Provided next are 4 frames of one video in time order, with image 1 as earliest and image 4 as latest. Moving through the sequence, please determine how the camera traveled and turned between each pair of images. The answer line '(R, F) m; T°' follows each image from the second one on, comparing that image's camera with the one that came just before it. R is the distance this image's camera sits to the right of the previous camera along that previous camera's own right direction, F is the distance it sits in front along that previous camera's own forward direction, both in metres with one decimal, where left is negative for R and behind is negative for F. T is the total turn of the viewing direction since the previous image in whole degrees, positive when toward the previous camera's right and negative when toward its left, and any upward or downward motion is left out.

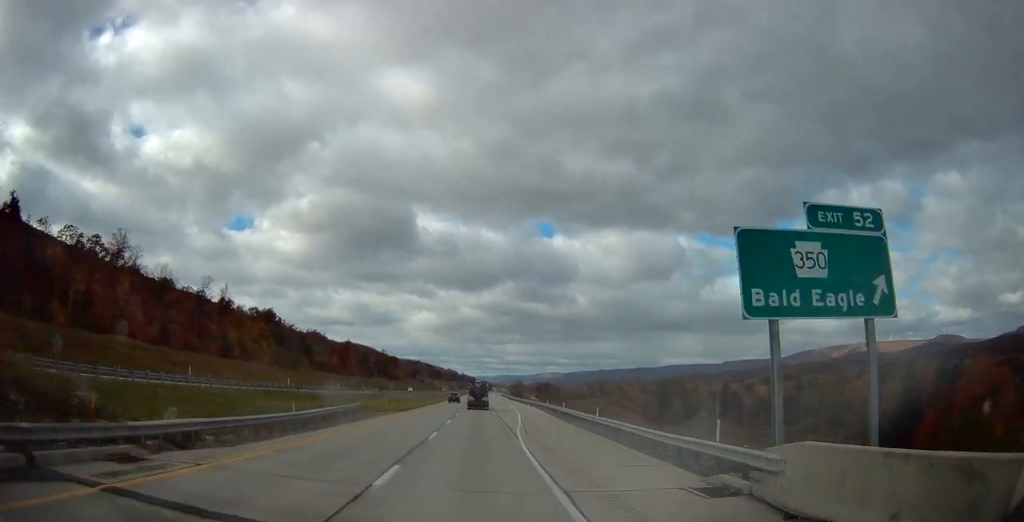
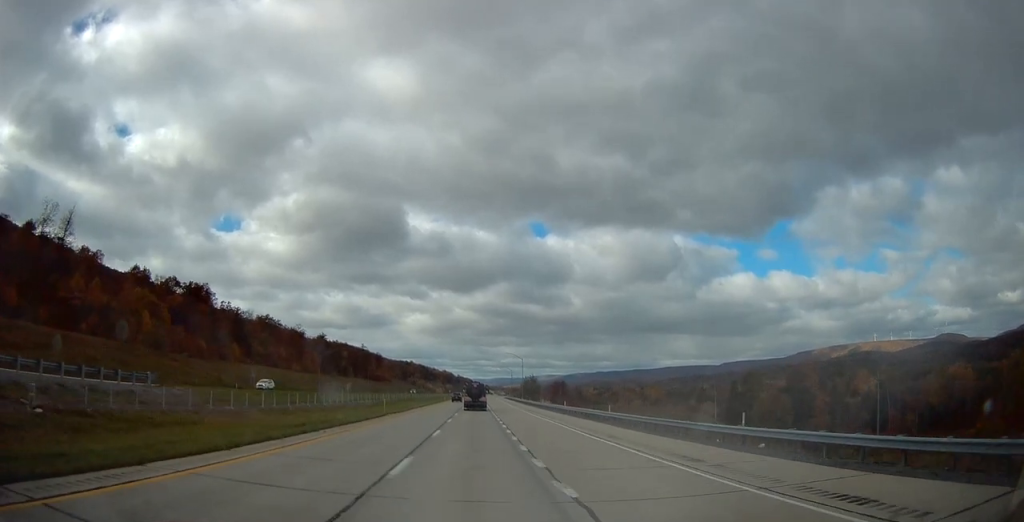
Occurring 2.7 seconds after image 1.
(-0.5, +84.0) m; 0°
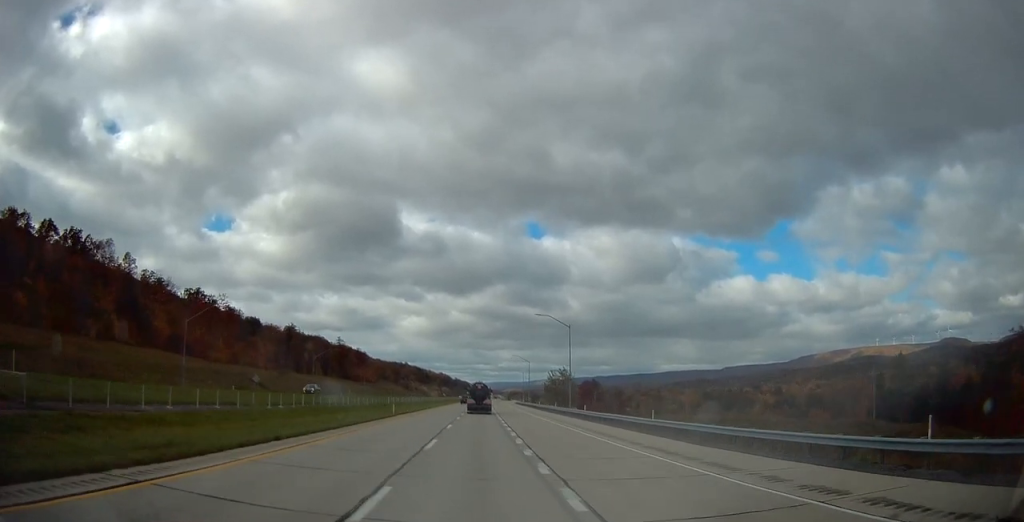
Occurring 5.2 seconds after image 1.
(+0.2, +78.9) m; 0°
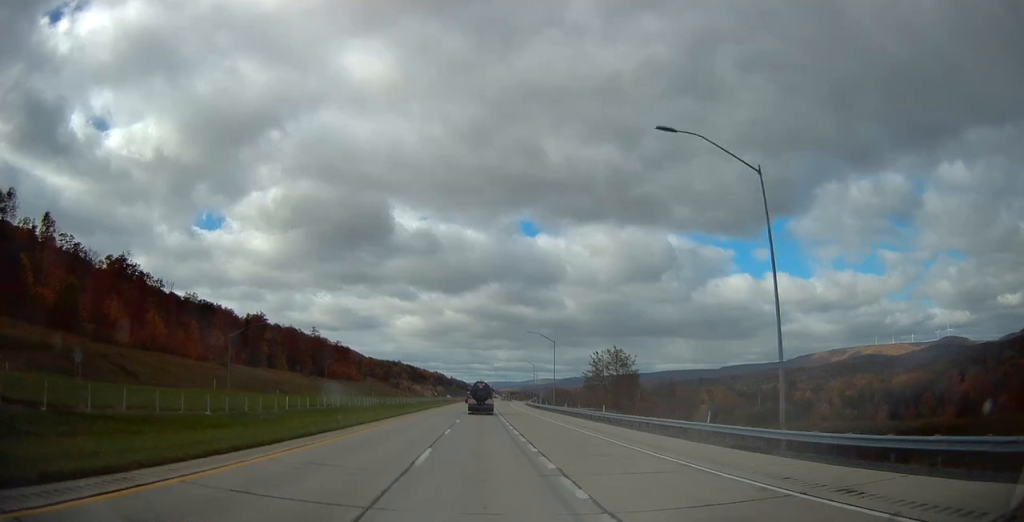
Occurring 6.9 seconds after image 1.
(+0.2, +53.7) m; 0°
